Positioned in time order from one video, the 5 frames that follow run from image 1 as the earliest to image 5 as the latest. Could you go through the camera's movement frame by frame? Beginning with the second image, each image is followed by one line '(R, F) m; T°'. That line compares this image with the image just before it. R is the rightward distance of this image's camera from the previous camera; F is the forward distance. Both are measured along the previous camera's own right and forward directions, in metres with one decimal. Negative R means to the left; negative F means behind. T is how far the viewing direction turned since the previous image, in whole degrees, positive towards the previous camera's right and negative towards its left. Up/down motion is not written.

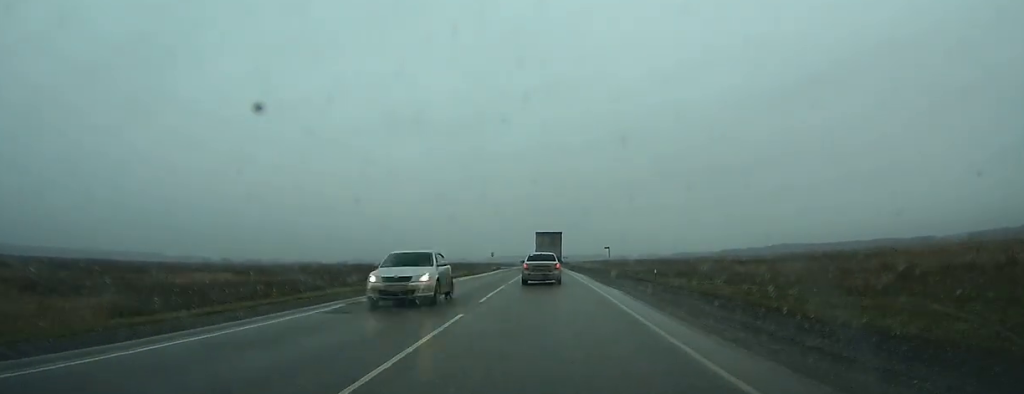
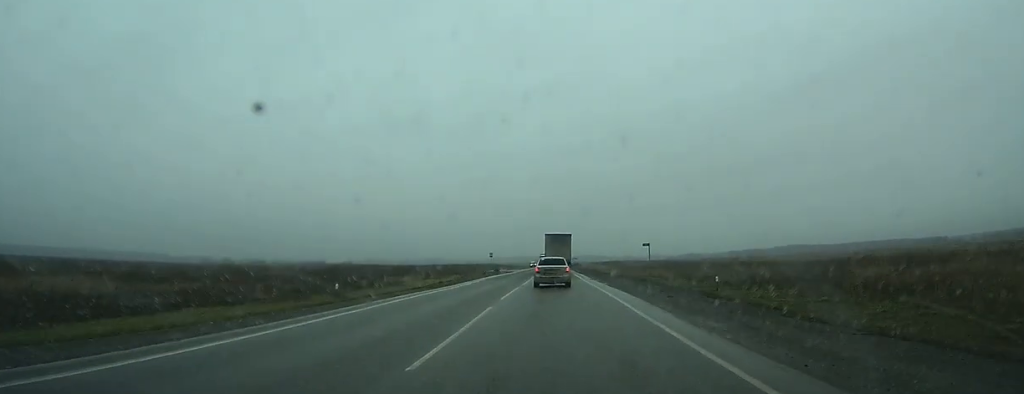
(0.0, +21.0) m; 0°
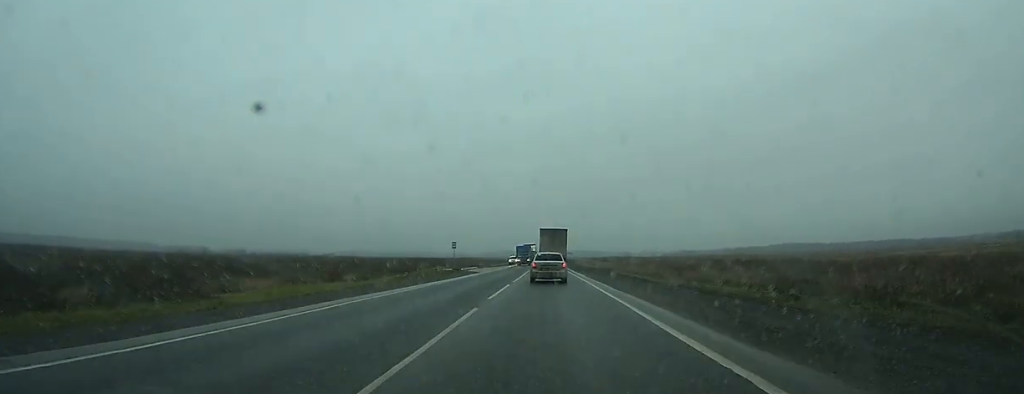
(-0.1, +37.1) m; 0°
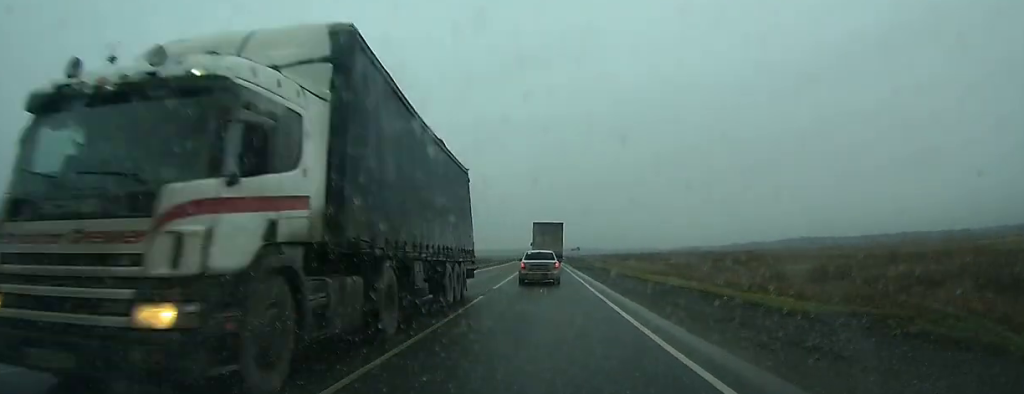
(+0.2, +65.6) m; 0°
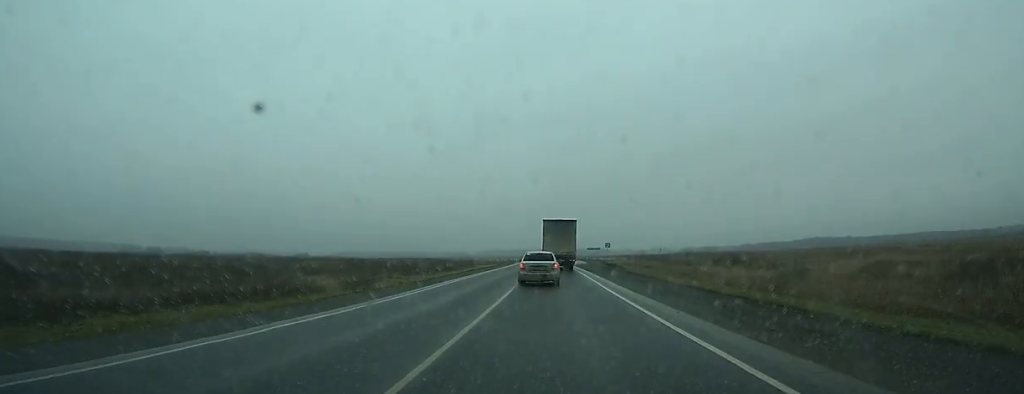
(-0.3, +63.5) m; 0°
